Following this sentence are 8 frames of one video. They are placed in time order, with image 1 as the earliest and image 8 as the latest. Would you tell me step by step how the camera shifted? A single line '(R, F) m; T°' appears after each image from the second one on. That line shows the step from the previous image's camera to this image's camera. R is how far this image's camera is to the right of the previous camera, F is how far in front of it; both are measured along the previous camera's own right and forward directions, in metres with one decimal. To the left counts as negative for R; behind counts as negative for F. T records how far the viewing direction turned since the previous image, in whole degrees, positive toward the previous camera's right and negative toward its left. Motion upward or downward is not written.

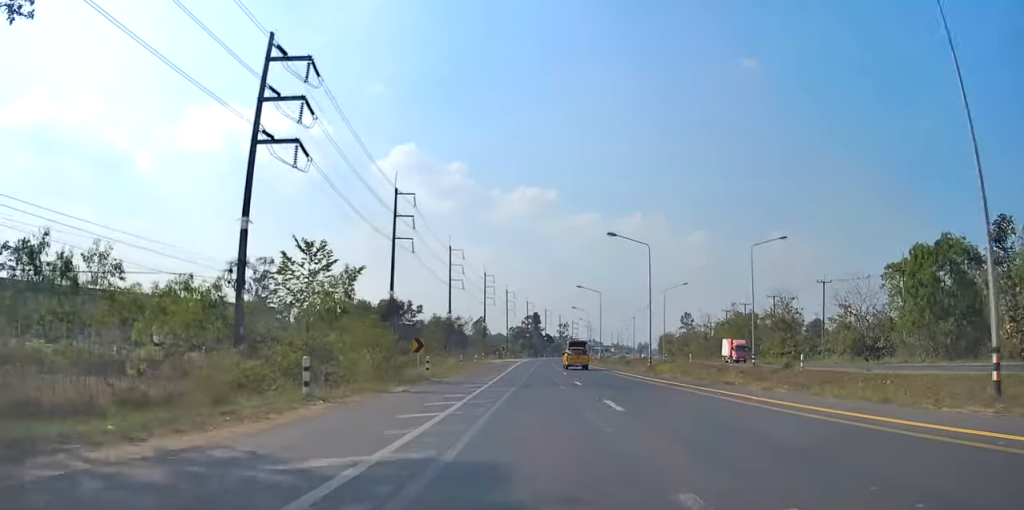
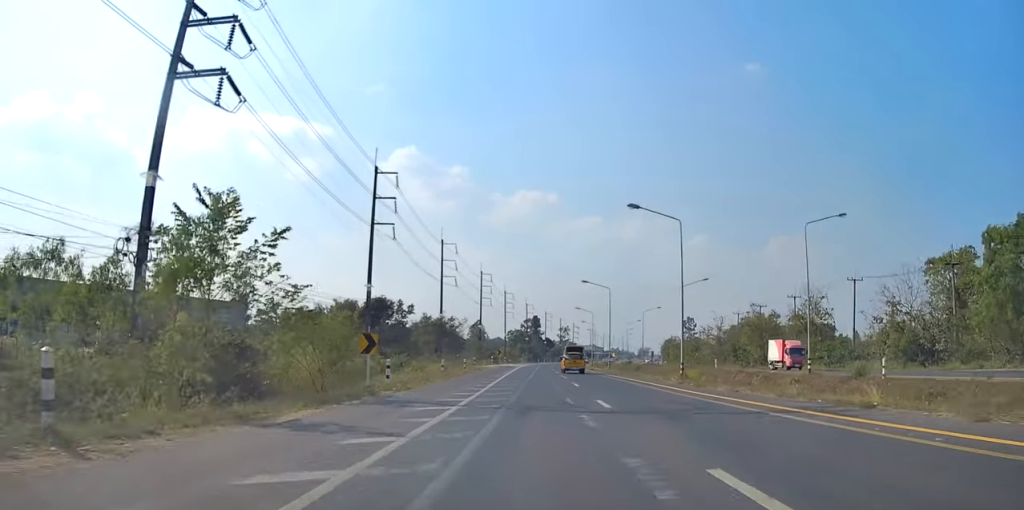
(0.0, +9.5) m; 0°
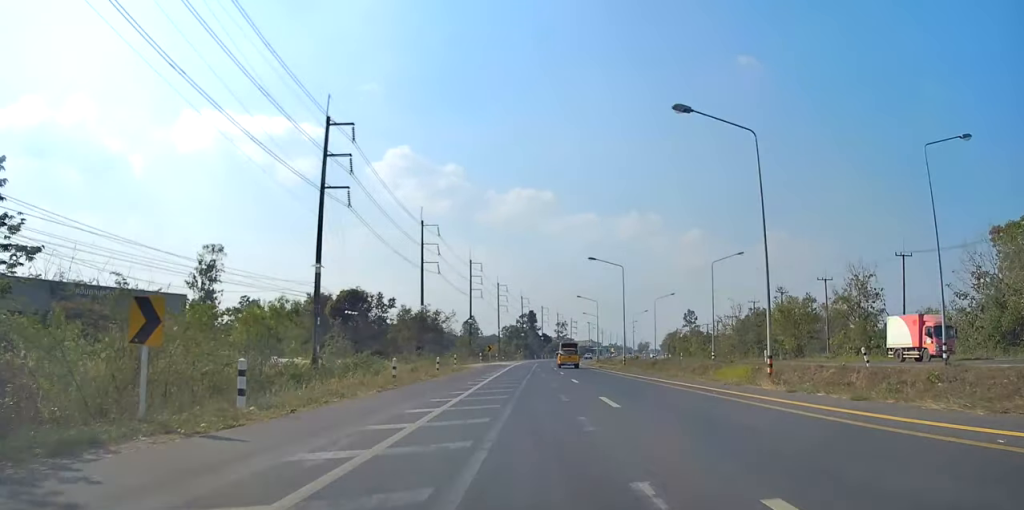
(0.0, +14.5) m; 0°
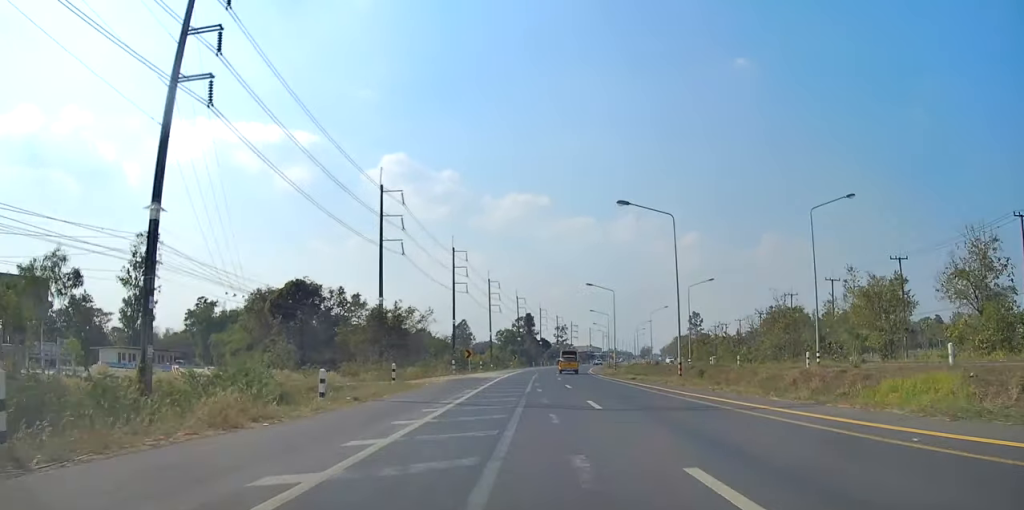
(-0.1, +21.4) m; +1°
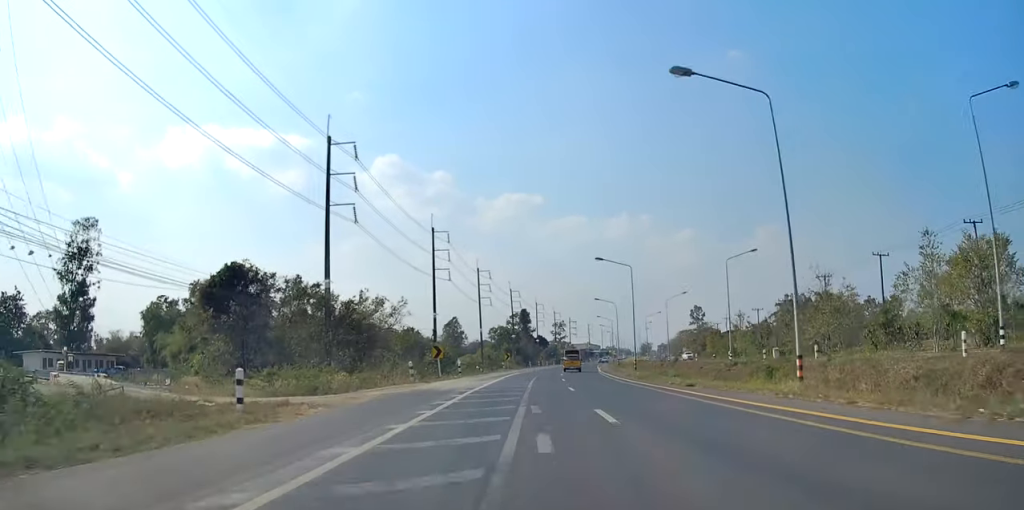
(0.0, +15.5) m; +1°
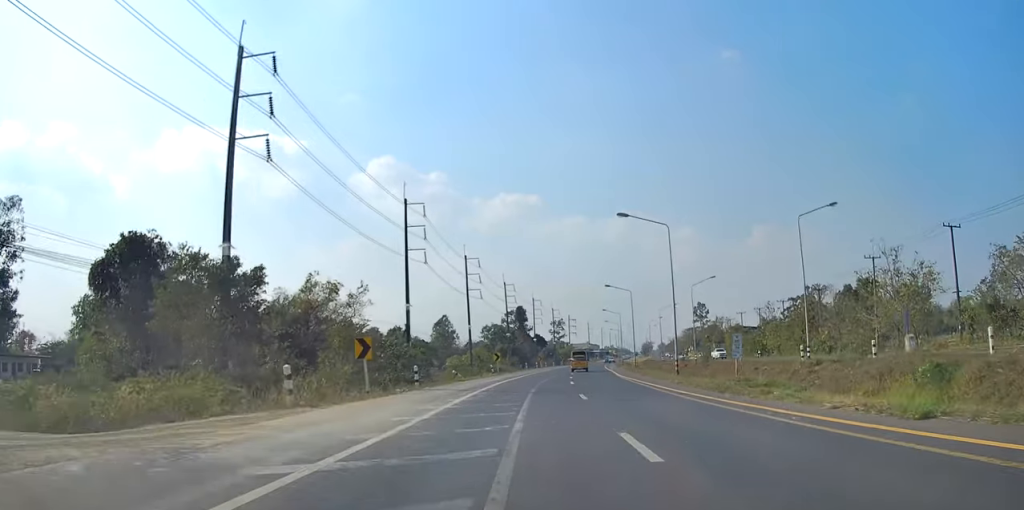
(+0.7, +16.9) m; +1°
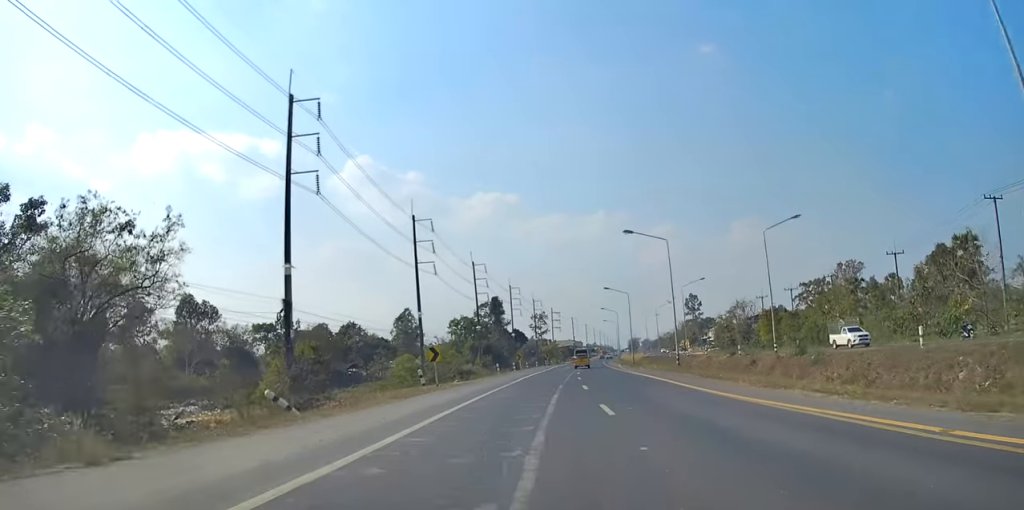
(-0.7, +30.6) m; -1°
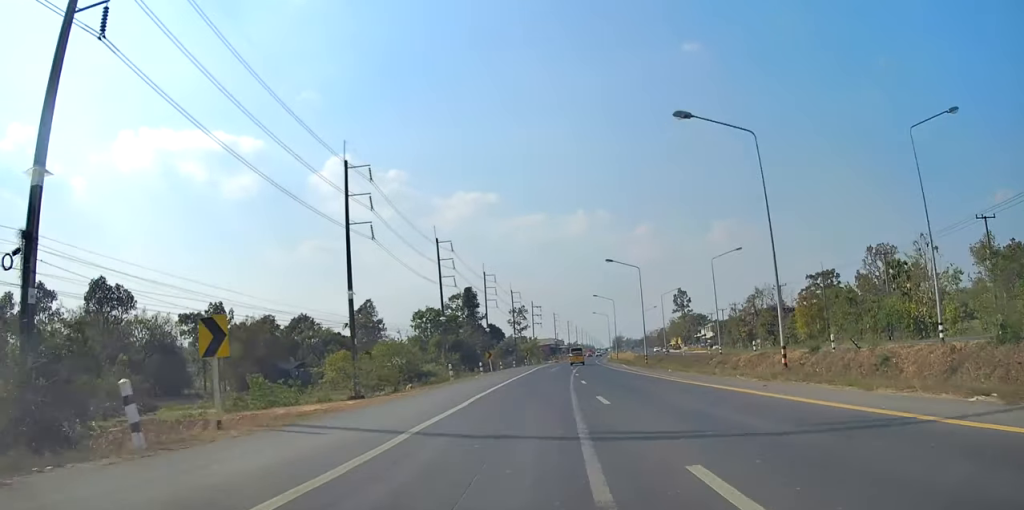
(+0.2, +22.1) m; +2°
